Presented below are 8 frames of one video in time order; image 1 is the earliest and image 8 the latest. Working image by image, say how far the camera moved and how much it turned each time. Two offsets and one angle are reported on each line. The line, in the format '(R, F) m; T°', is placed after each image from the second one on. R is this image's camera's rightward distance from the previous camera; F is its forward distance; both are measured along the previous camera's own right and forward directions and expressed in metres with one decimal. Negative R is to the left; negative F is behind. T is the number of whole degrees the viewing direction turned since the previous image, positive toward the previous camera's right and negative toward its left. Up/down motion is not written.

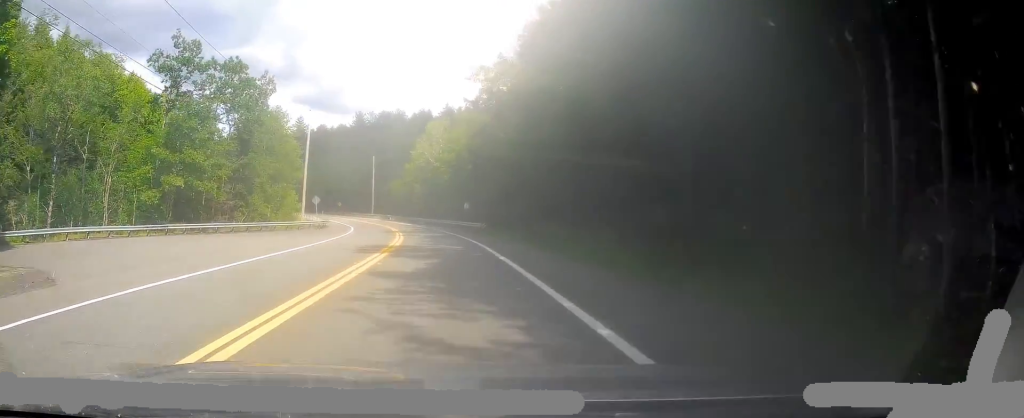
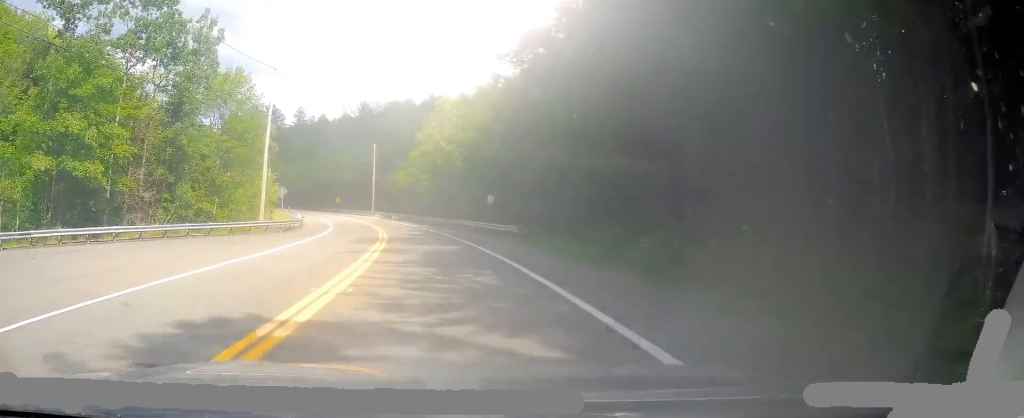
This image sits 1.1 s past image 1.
(-0.3, +18.2) m; -2°
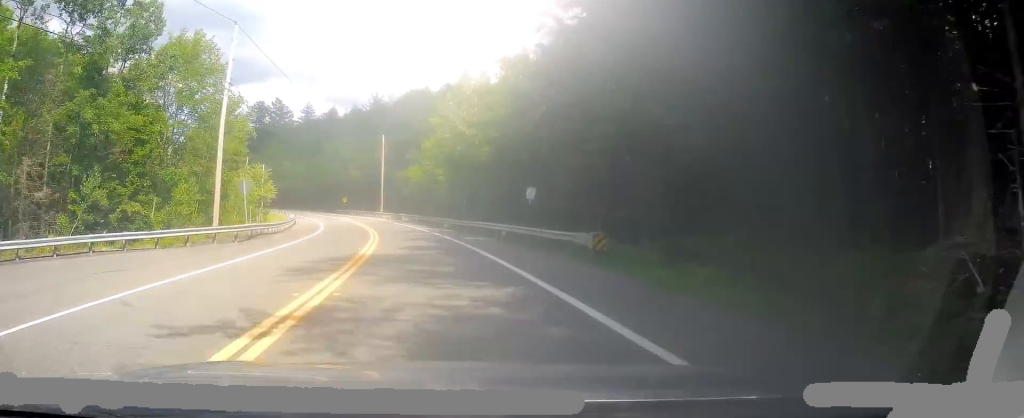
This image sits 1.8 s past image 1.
(+0.2, +12.5) m; -2°
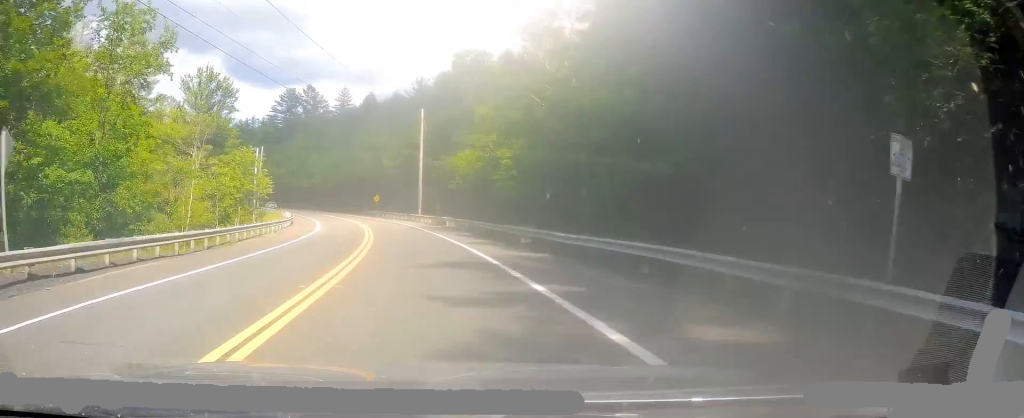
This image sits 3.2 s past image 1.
(-1.5, +23.8) m; -5°
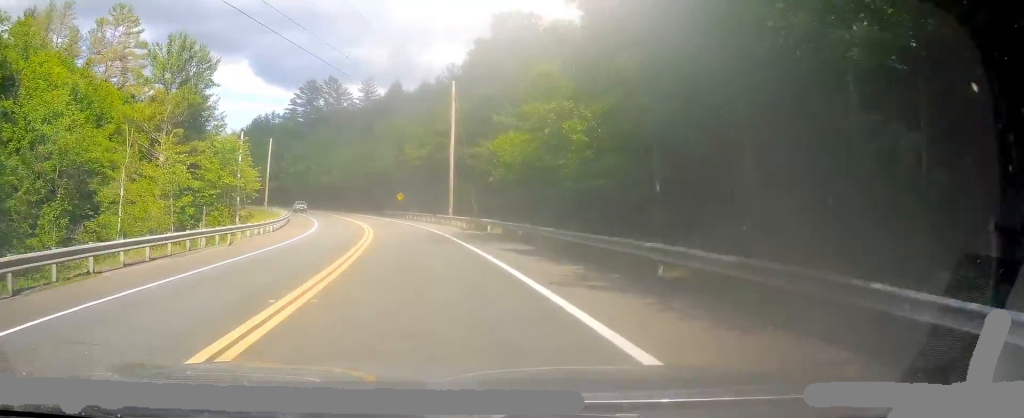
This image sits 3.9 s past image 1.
(-0.1, +14.1) m; -2°
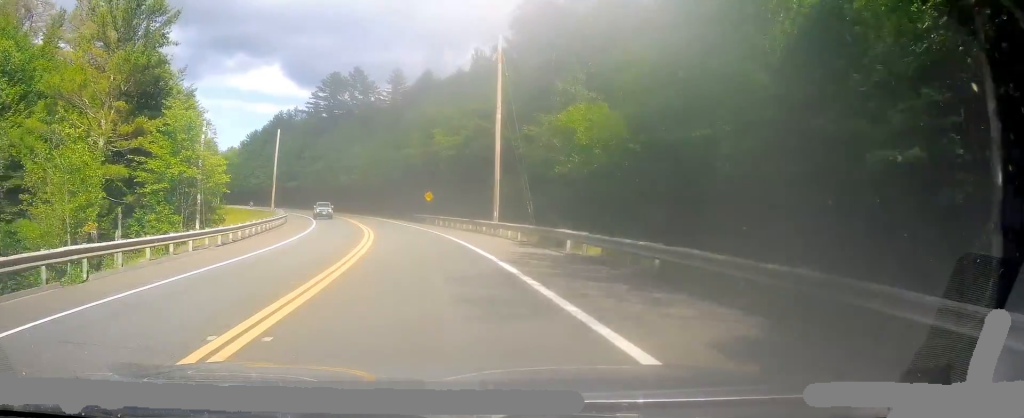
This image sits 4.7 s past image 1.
(-0.3, +14.4) m; -3°
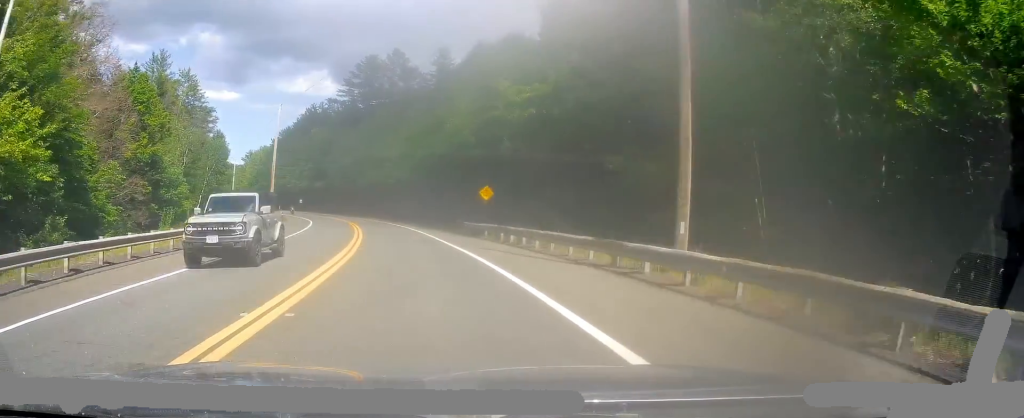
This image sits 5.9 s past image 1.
(-1.0, +23.0) m; -5°
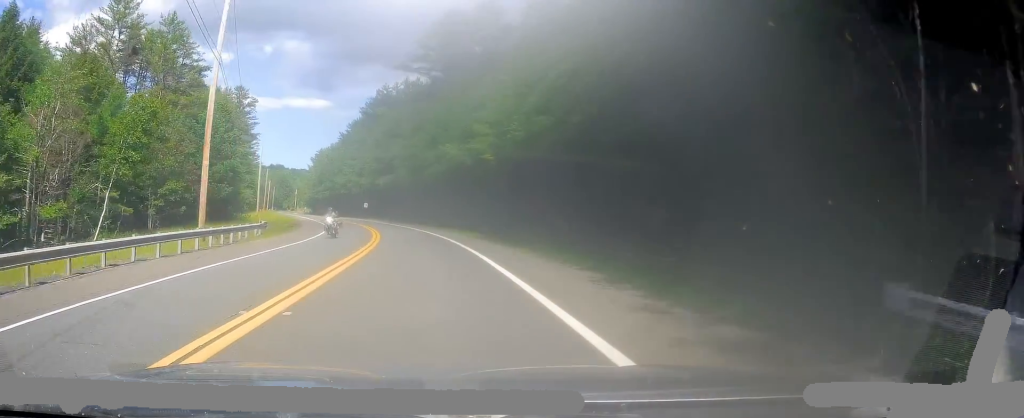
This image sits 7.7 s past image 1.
(-1.9, +37.3) m; -7°
